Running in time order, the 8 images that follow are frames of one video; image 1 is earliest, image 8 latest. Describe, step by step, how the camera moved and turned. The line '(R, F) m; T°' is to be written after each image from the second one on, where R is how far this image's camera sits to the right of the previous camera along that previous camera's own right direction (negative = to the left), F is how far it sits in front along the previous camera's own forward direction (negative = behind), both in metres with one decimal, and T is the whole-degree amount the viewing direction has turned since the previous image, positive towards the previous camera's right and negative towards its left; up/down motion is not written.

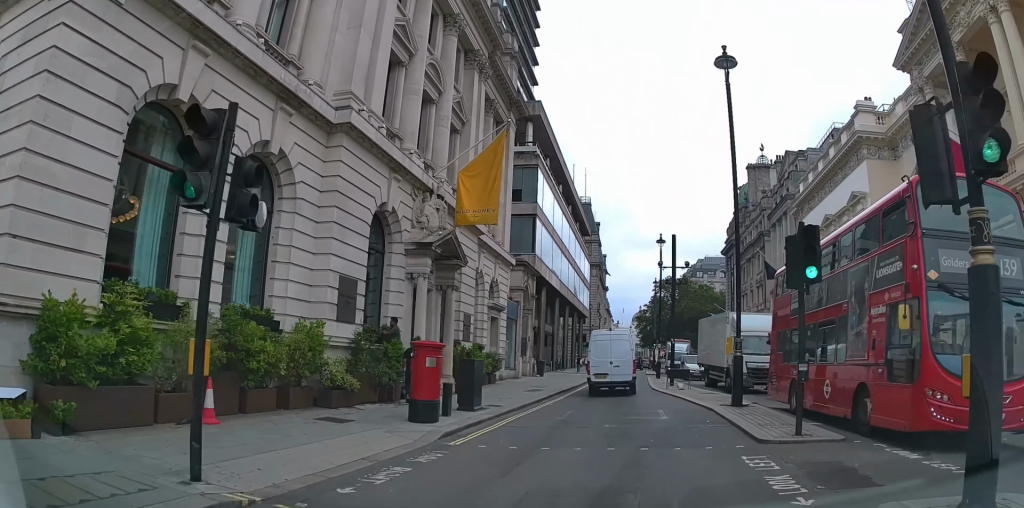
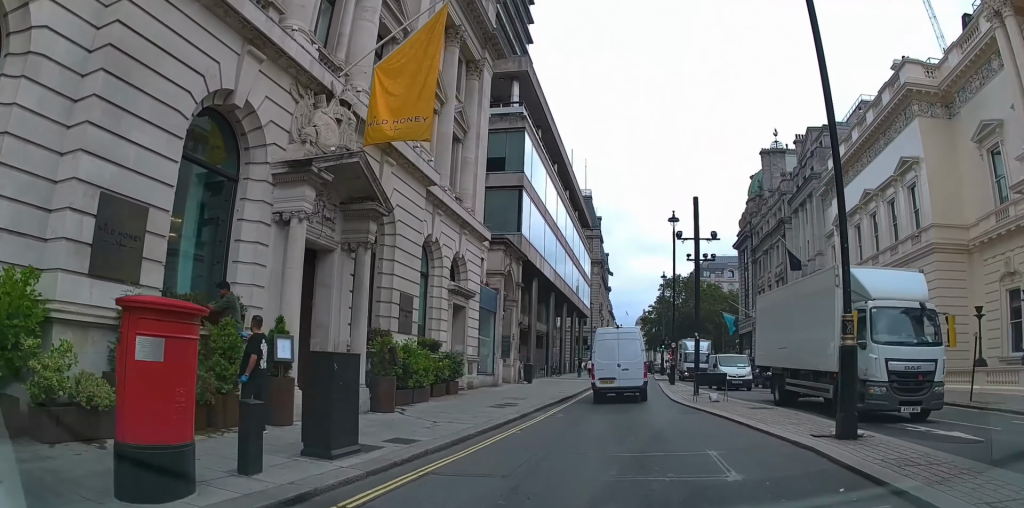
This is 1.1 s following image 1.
(-0.4, +8.0) m; 0°
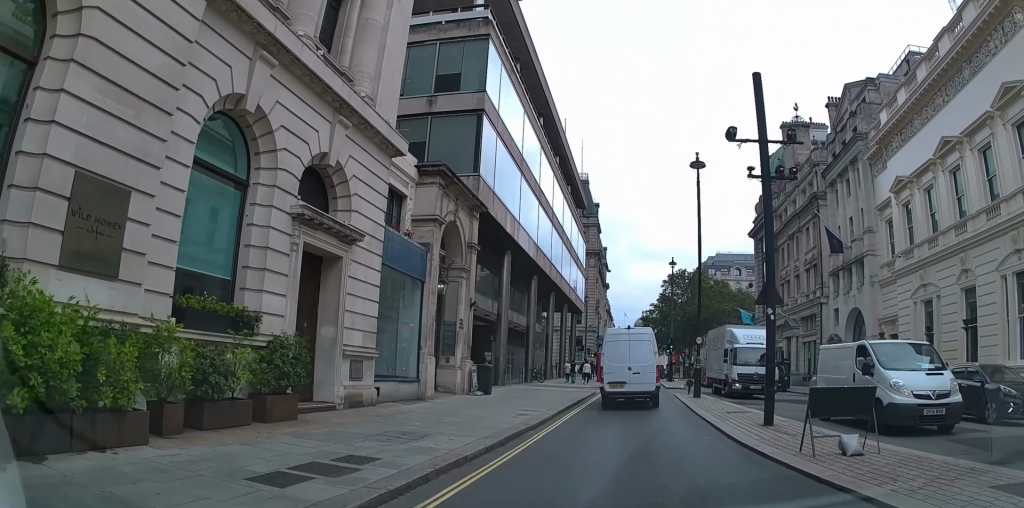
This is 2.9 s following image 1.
(+1.0, +11.5) m; +2°
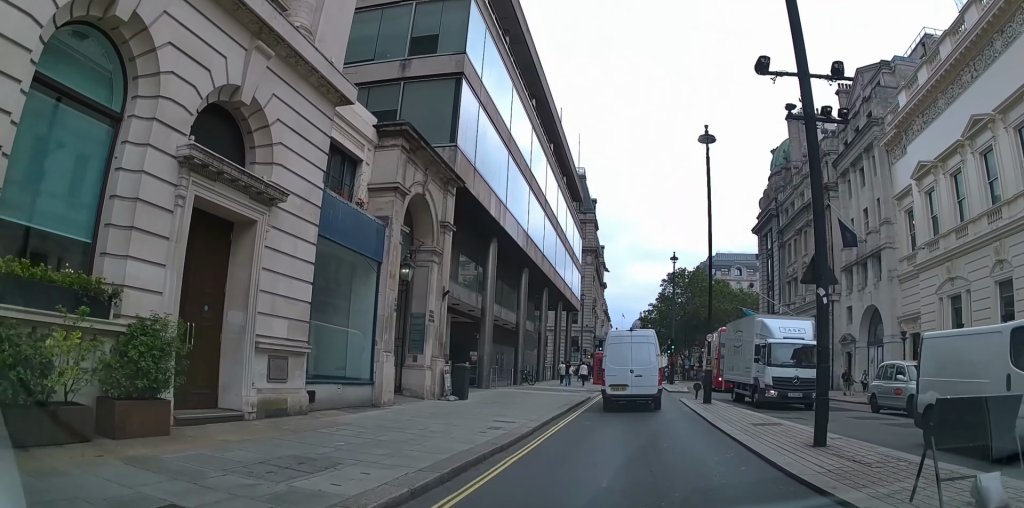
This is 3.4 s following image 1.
(+0.1, +3.3) m; -2°
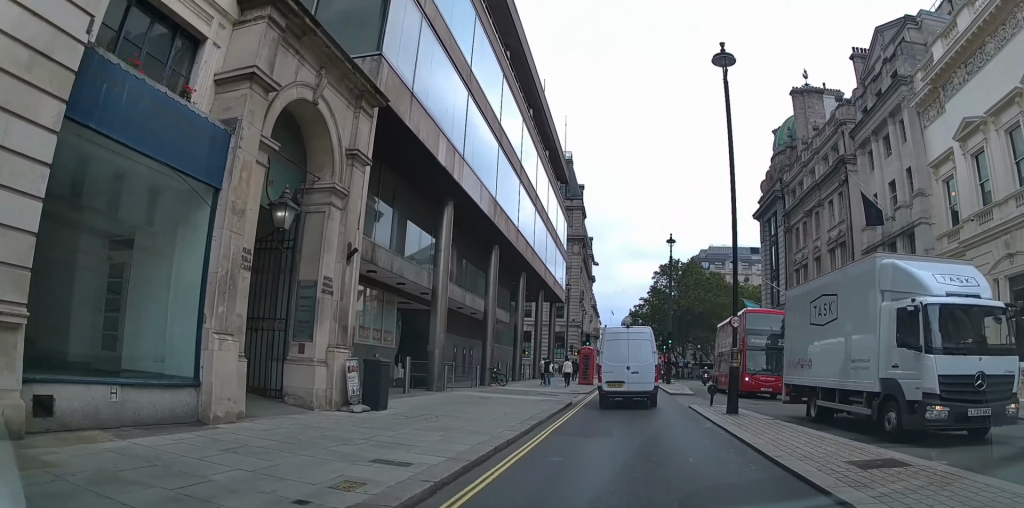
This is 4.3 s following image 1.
(-0.6, +5.9) m; +4°
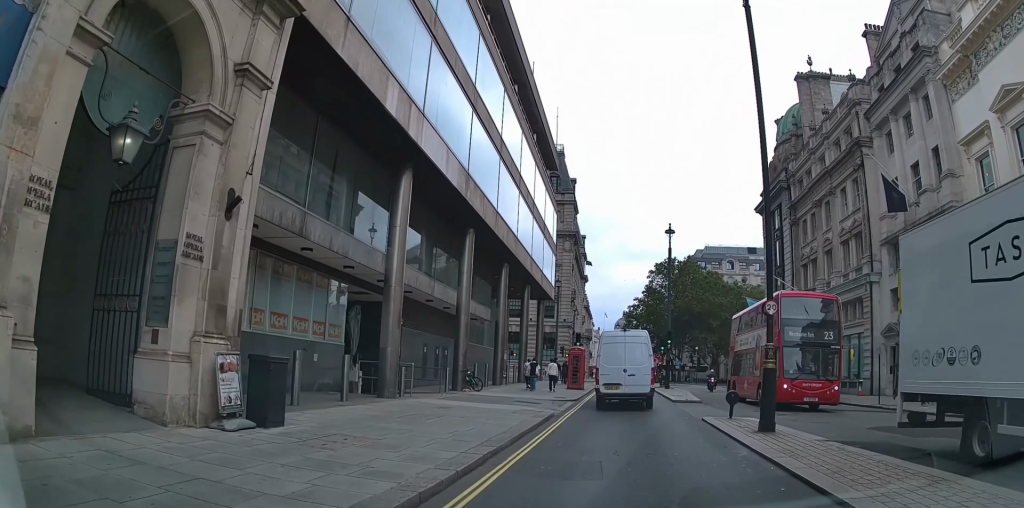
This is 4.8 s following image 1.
(+0.6, +3.7) m; +4°
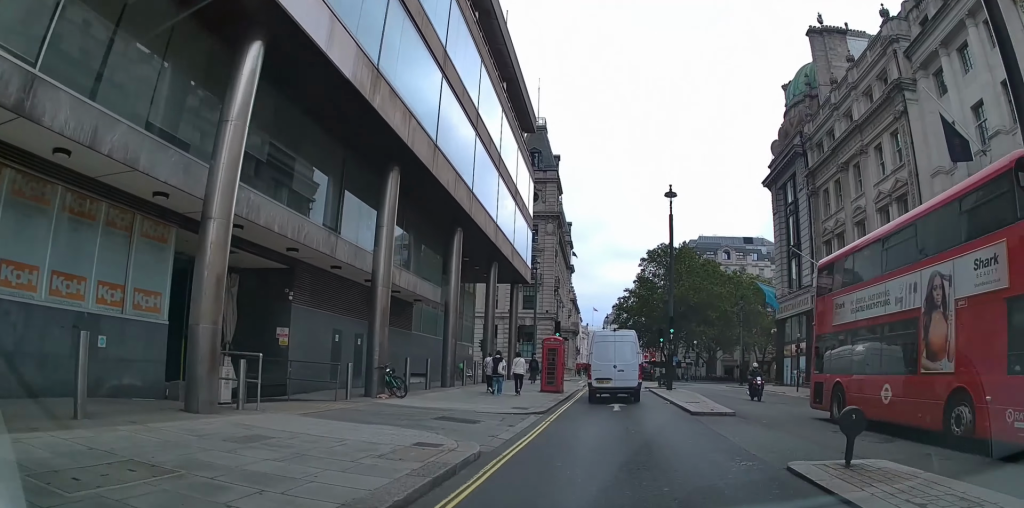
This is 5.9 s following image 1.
(+0.2, +7.3) m; +3°
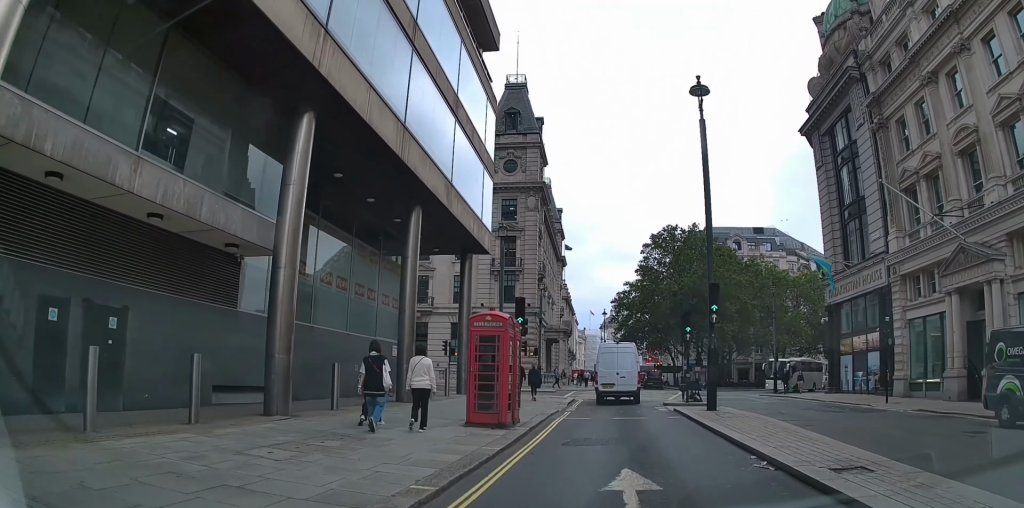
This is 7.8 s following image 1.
(+0.3, +12.2) m; 0°
